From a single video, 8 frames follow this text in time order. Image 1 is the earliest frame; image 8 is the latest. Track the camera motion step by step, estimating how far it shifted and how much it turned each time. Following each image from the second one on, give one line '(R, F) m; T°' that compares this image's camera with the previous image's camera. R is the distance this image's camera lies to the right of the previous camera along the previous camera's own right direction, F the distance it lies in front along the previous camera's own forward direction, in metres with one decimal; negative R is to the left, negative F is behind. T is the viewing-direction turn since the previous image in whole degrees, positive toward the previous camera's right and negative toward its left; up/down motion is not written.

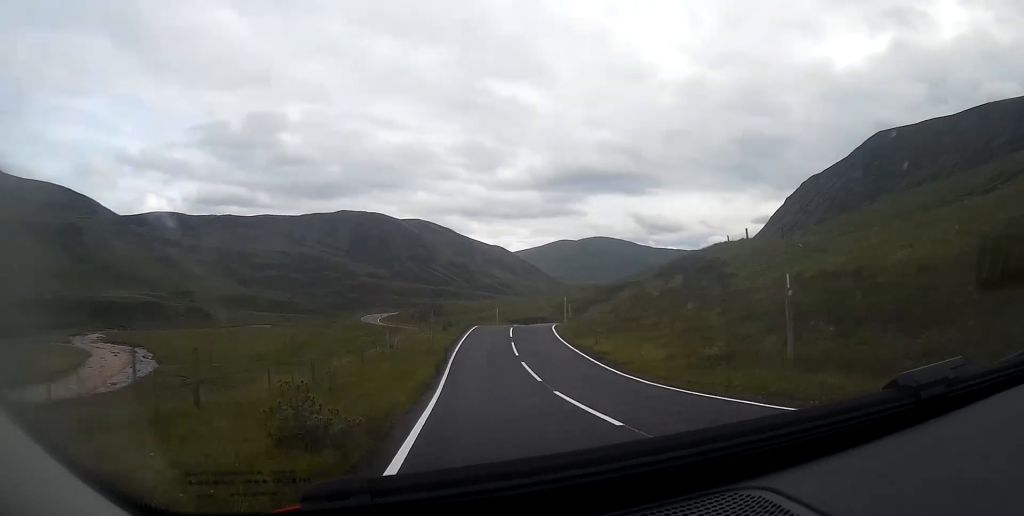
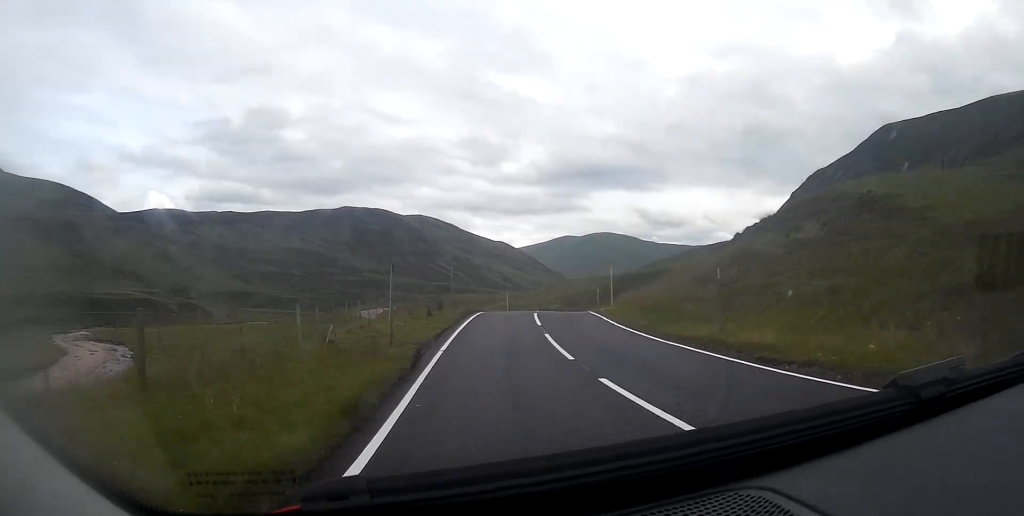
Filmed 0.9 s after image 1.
(-0.1, +14.0) m; 0°
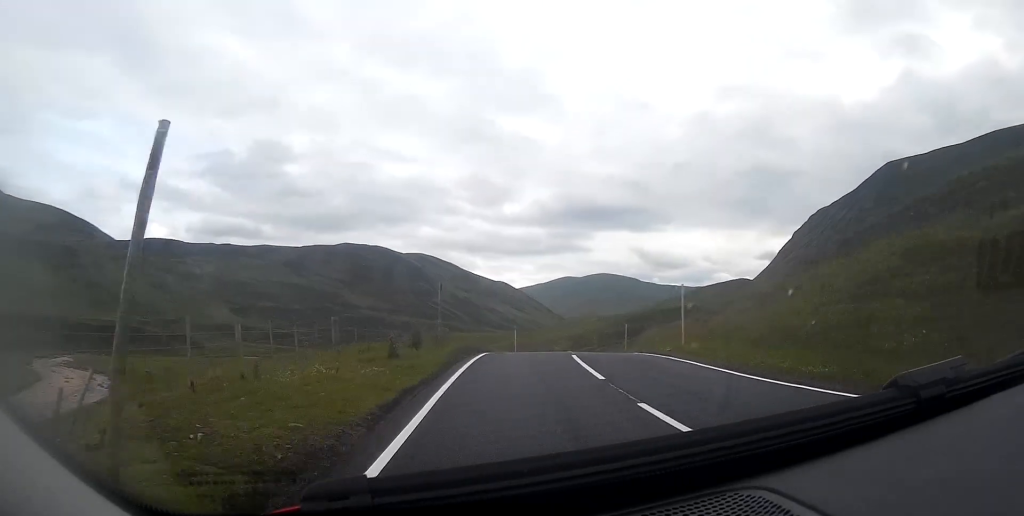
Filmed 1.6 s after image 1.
(0.0, +10.2) m; +1°
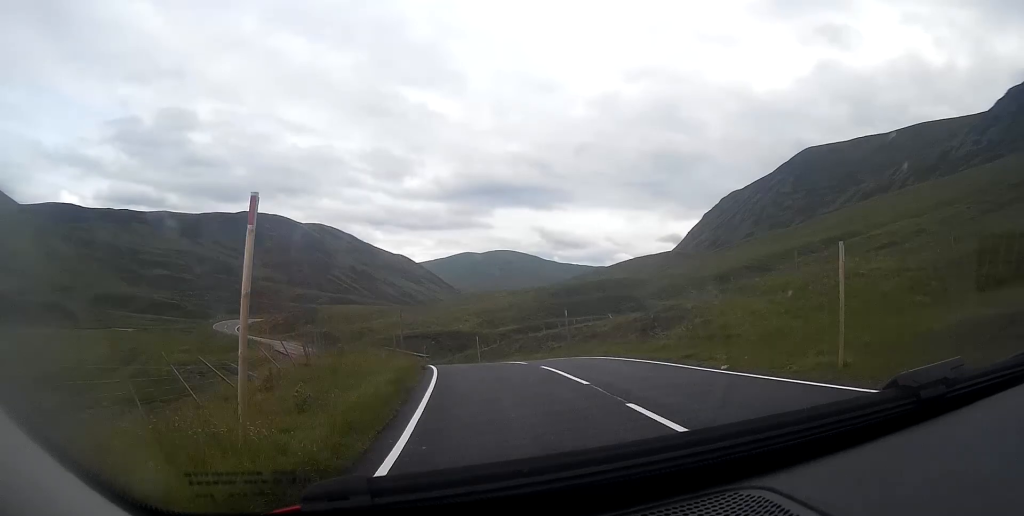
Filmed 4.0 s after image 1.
(+1.4, +36.8) m; +4°
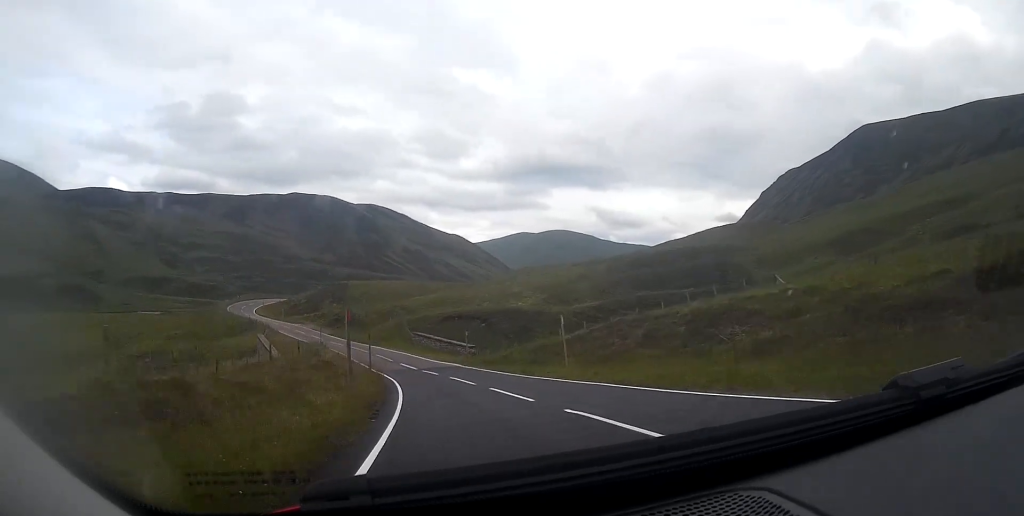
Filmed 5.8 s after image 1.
(-0.1, +25.0) m; -2°
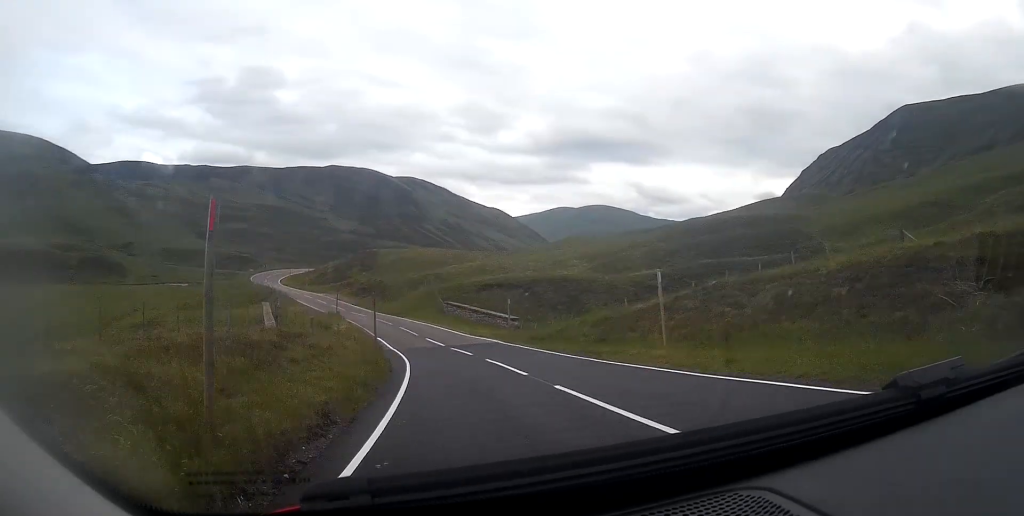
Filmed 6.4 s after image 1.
(-0.1, +8.7) m; -3°
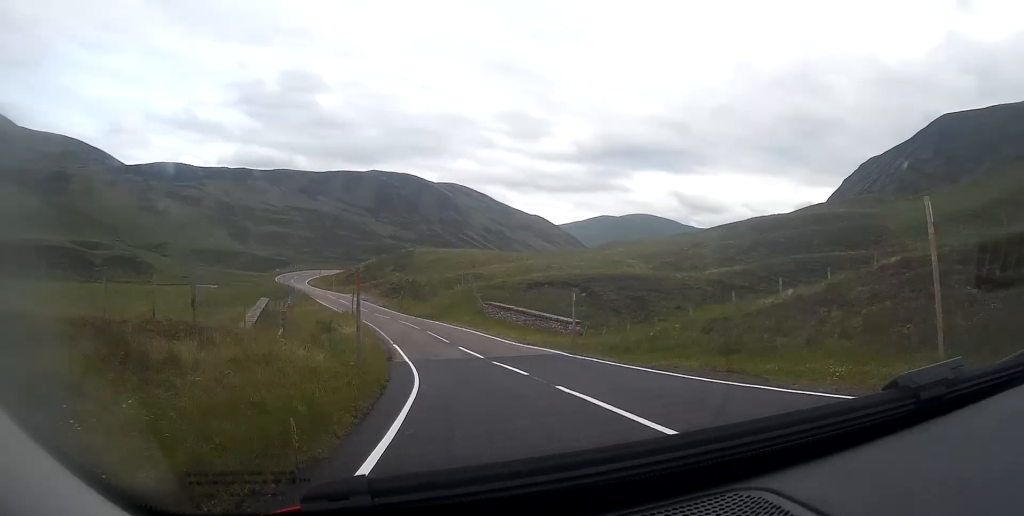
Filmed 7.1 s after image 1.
(-0.4, +9.4) m; -4°
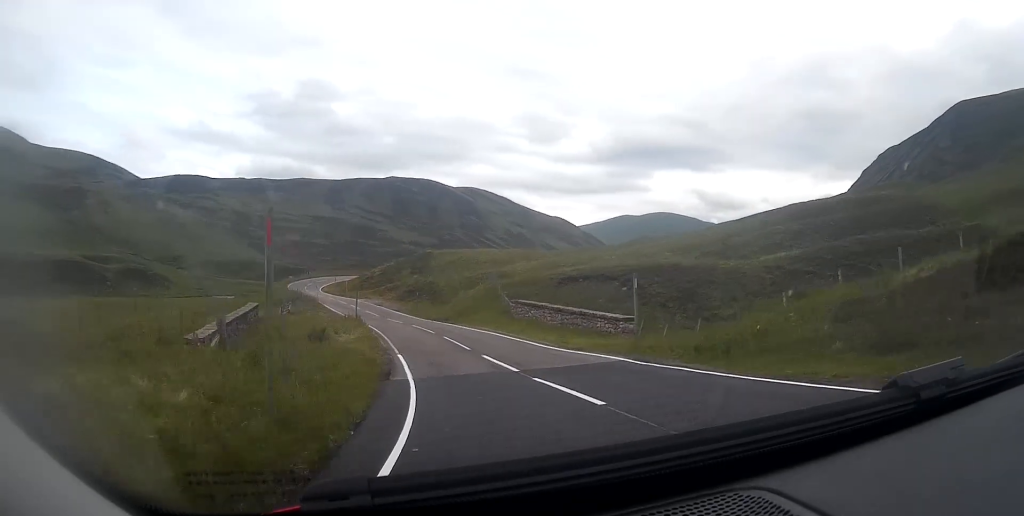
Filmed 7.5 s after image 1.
(+0.1, +6.1) m; -3°
